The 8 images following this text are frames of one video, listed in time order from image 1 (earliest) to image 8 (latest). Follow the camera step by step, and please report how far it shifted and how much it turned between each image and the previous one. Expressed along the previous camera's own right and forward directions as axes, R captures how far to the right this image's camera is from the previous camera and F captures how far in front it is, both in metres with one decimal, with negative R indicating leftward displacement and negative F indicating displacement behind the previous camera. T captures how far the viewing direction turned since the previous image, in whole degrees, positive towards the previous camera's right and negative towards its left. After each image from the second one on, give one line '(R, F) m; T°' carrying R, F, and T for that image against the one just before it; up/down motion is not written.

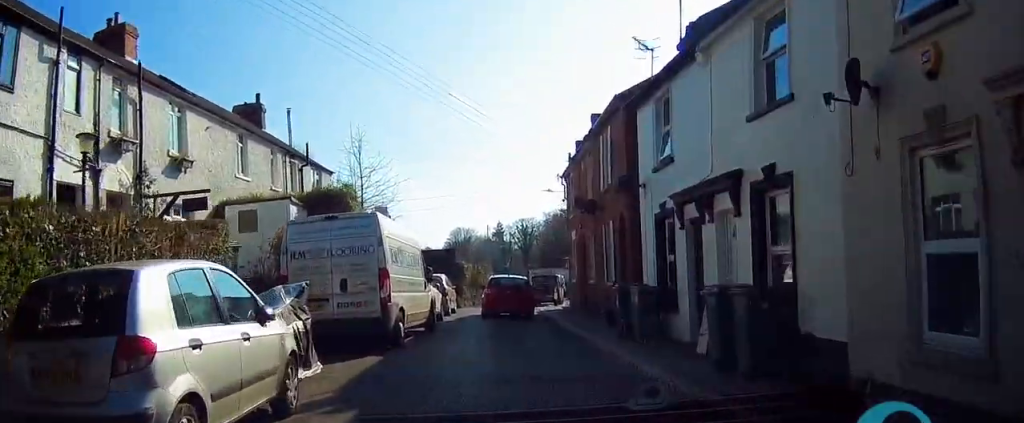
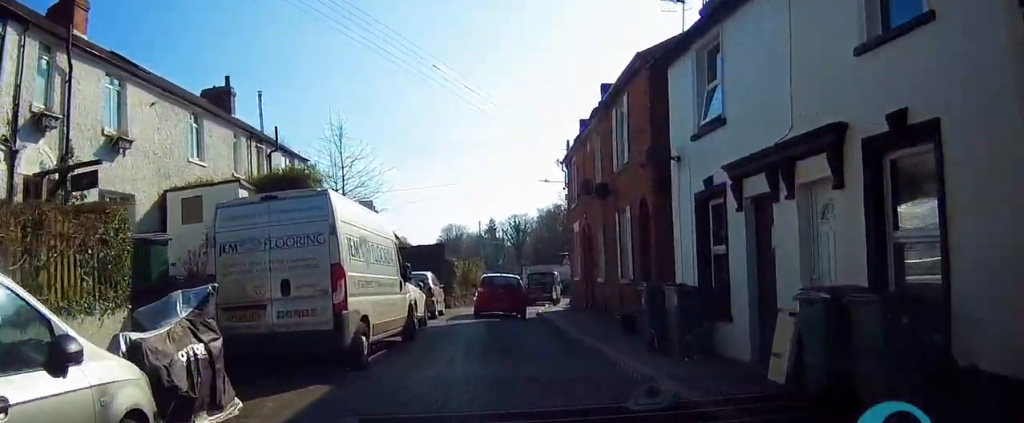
(0.0, +3.0) m; +1°
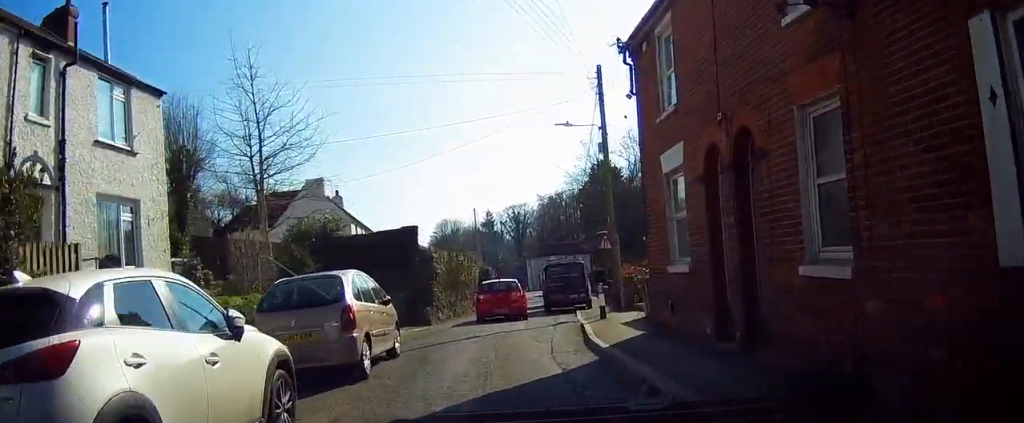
(+0.6, +12.6) m; +3°
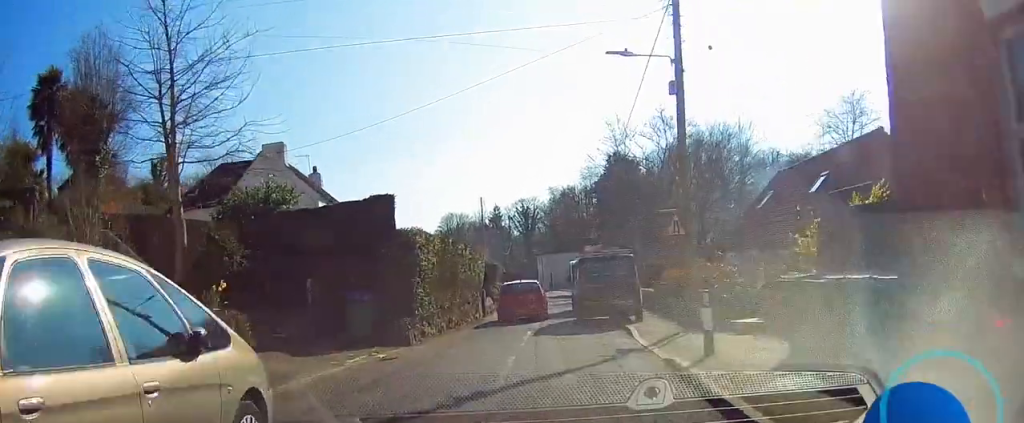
(-0.2, +7.9) m; -3°
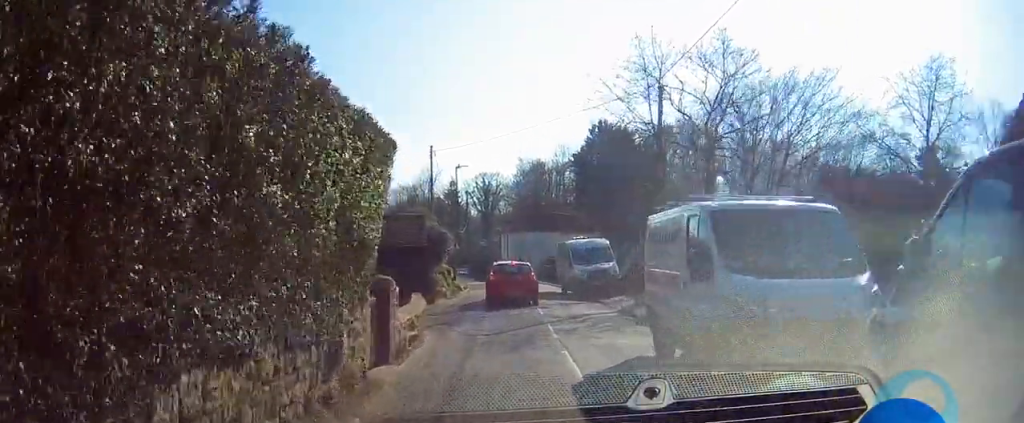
(+0.6, +19.6) m; +4°
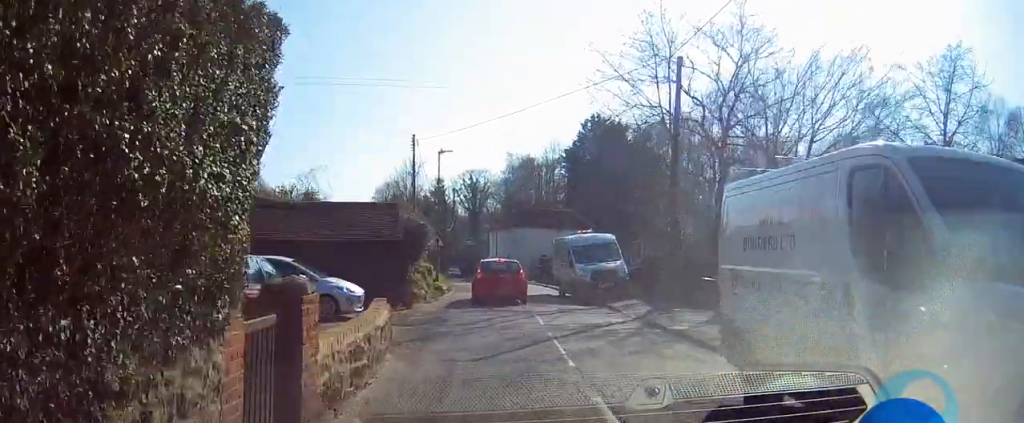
(-0.1, +4.0) m; 0°
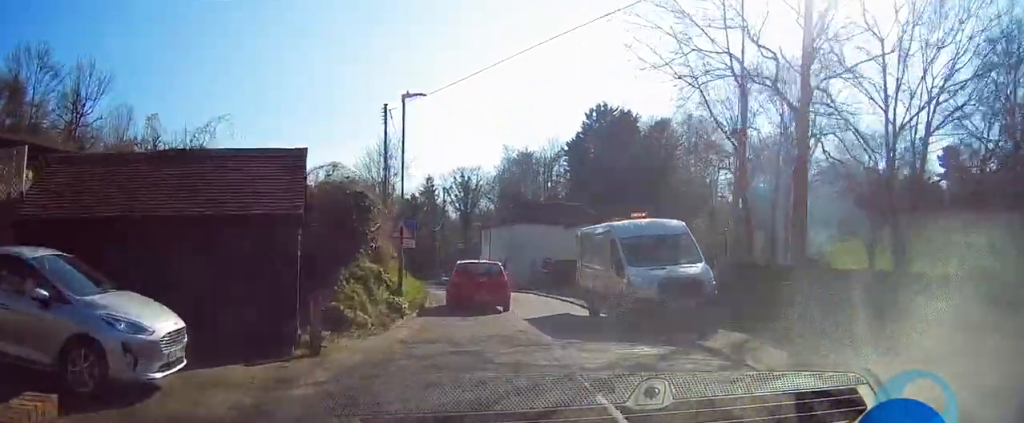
(0.0, +10.1) m; +1°
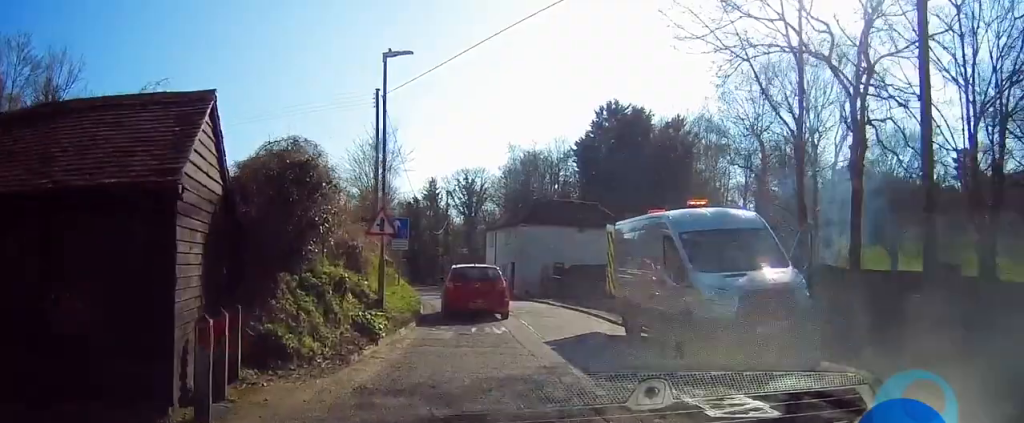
(+0.1, +4.2) m; 0°
